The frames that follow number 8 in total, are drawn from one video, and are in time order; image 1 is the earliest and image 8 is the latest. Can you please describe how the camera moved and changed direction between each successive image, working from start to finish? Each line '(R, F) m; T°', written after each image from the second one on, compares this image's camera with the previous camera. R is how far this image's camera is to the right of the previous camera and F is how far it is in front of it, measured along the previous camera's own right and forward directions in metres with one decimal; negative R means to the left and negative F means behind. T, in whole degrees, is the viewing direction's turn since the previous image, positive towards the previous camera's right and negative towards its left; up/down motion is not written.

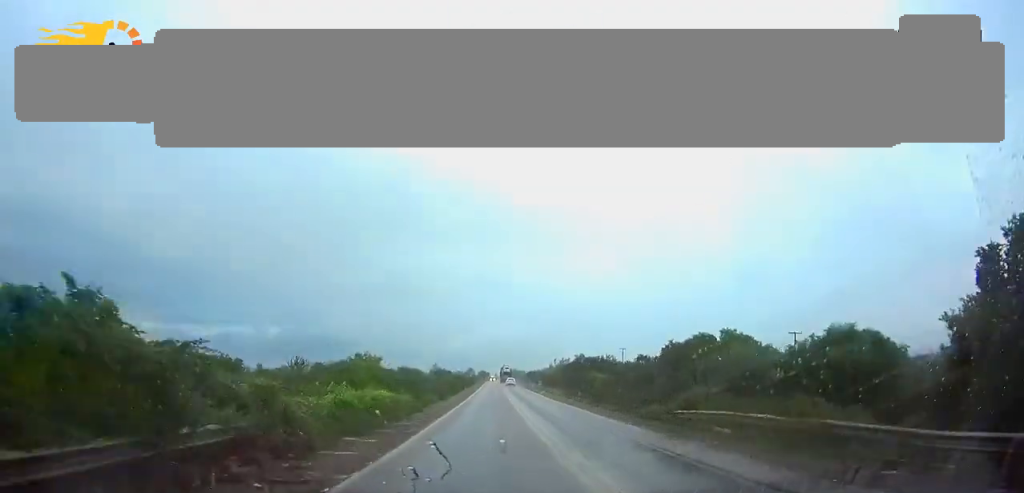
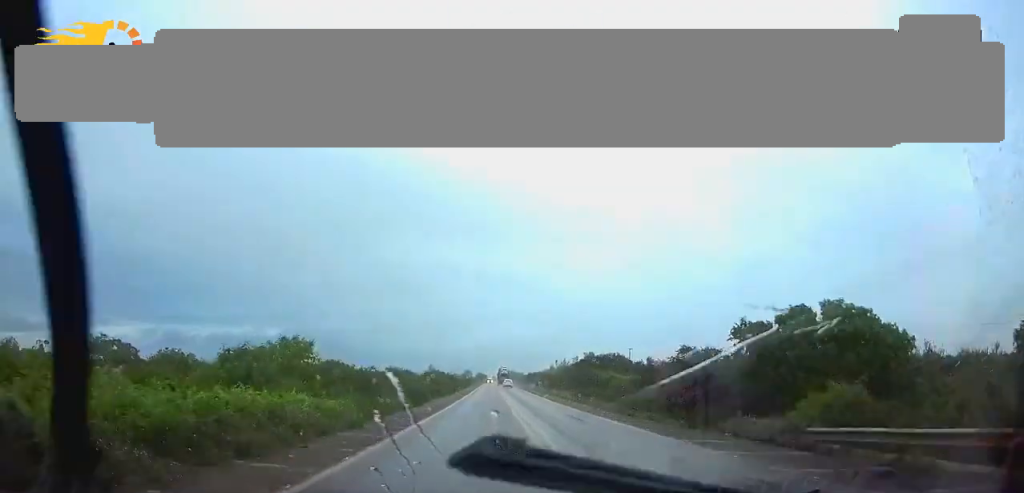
(+0.1, +13.5) m; 0°
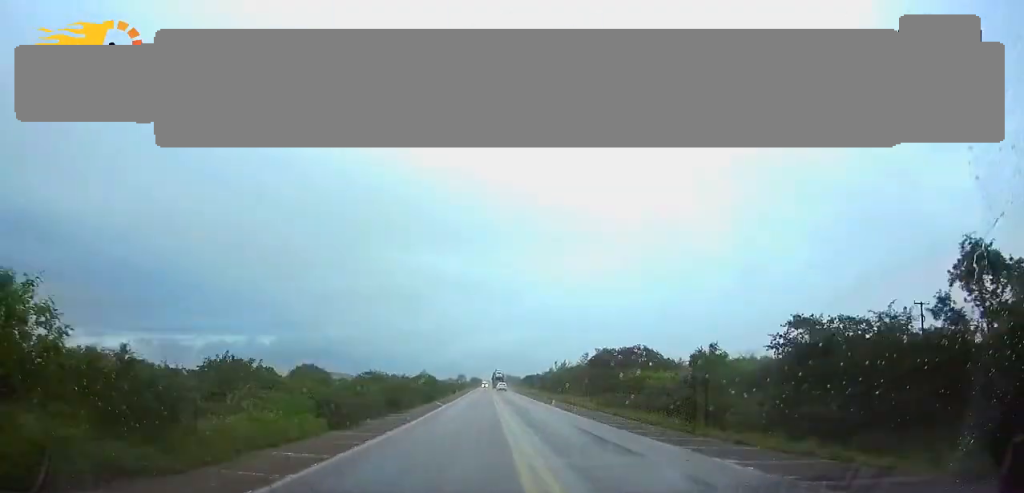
(+0.1, +16.8) m; 0°
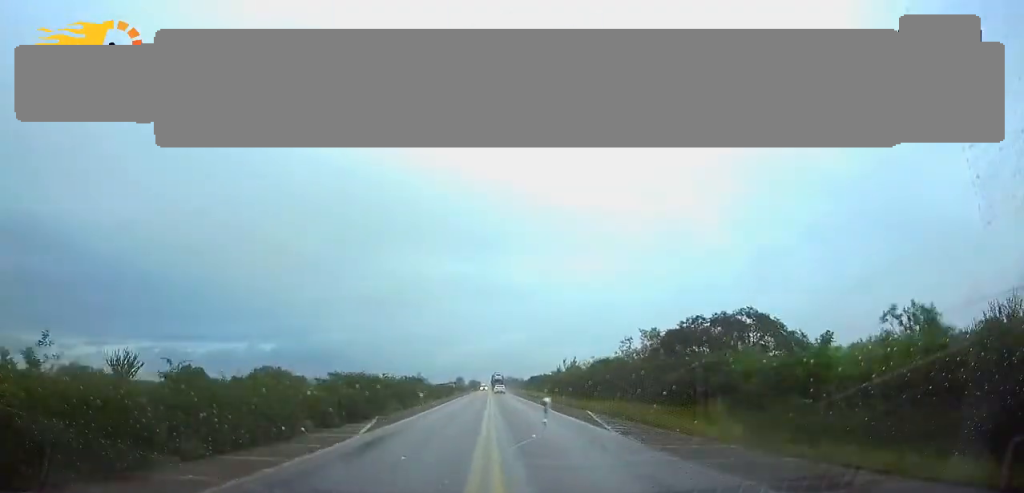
(0.0, +26.5) m; 0°
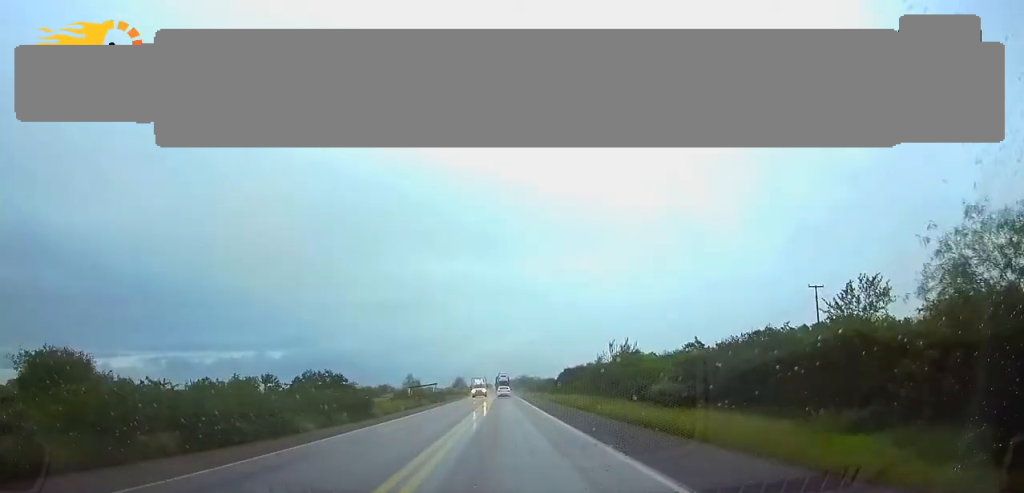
(-0.3, +67.9) m; -1°
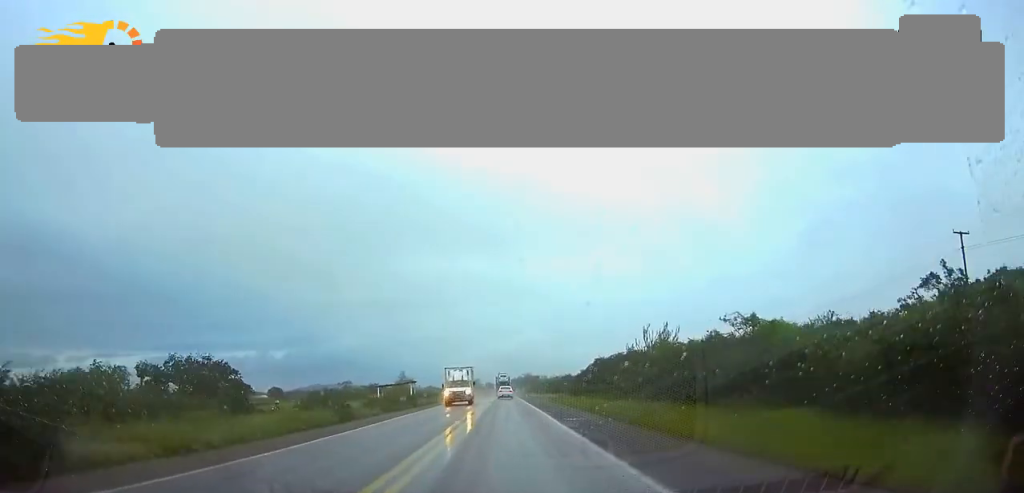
(-0.2, +27.3) m; 0°
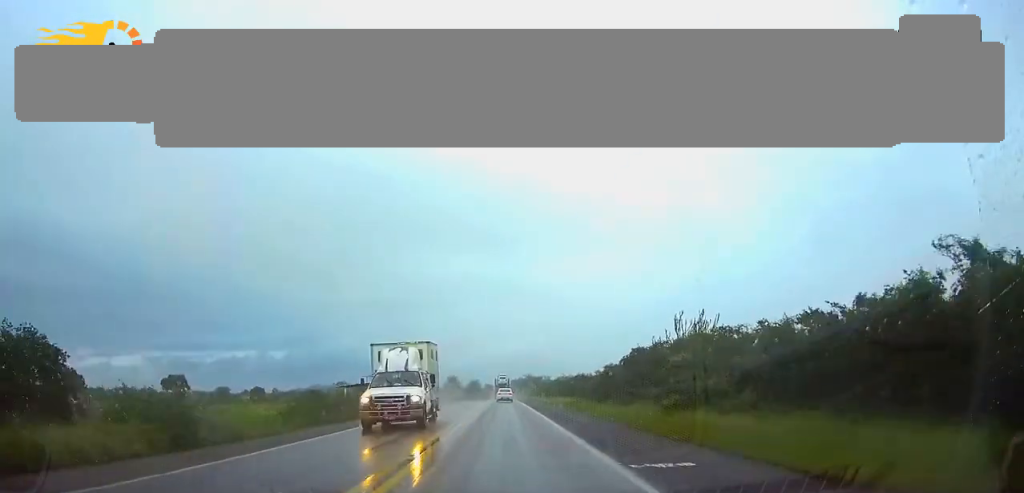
(0.0, +16.7) m; 0°
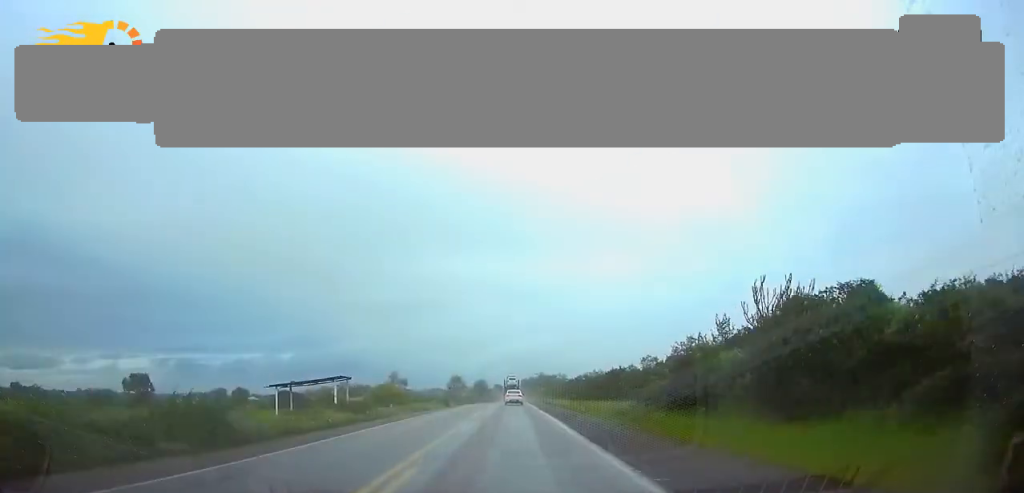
(+0.1, +21.8) m; -1°
